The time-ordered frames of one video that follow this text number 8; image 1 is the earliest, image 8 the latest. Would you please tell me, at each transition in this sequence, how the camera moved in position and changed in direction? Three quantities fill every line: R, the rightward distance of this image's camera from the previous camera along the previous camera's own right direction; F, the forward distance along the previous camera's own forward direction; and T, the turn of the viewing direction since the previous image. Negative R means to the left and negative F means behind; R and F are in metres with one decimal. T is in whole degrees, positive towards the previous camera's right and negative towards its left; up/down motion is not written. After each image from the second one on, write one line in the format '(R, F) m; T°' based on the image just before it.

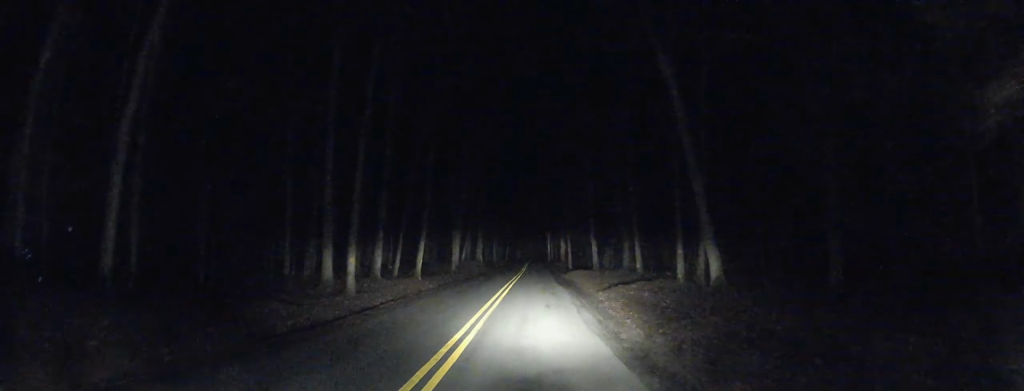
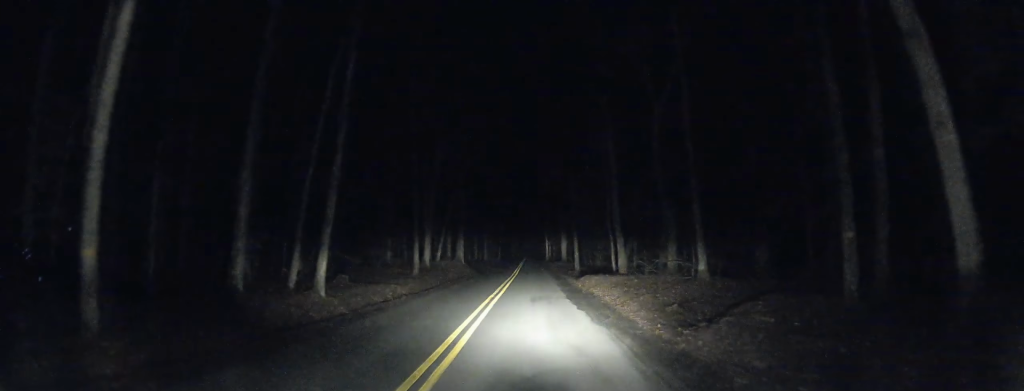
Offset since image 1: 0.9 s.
(+0.1, +14.4) m; 0°
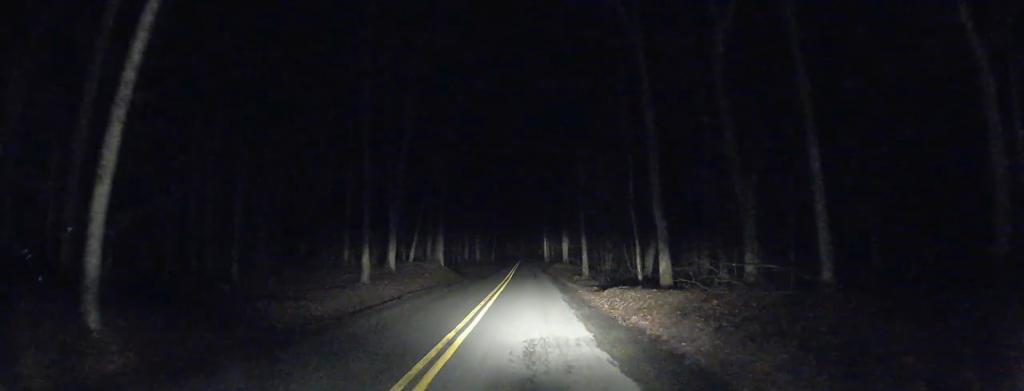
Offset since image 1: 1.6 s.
(+0.1, +10.4) m; 0°
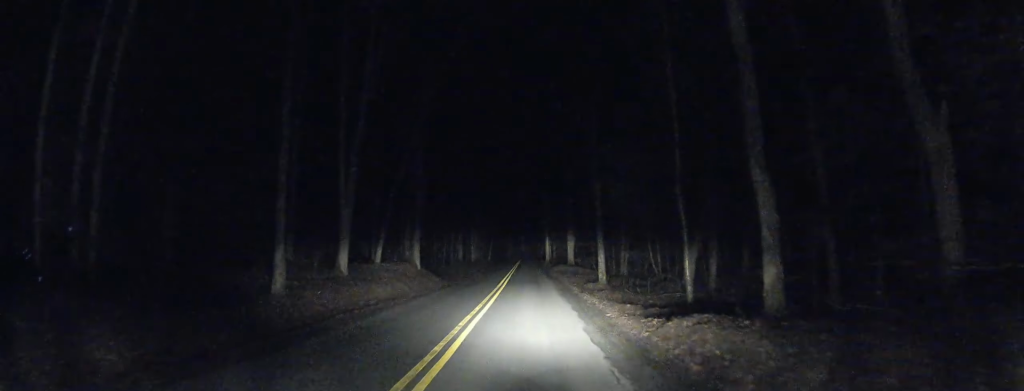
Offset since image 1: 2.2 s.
(-0.1, +9.2) m; 0°
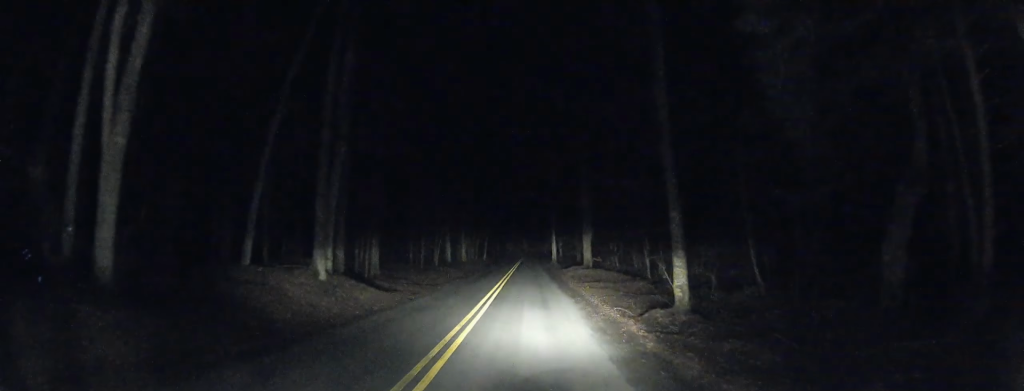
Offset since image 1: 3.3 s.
(0.0, +16.0) m; 0°
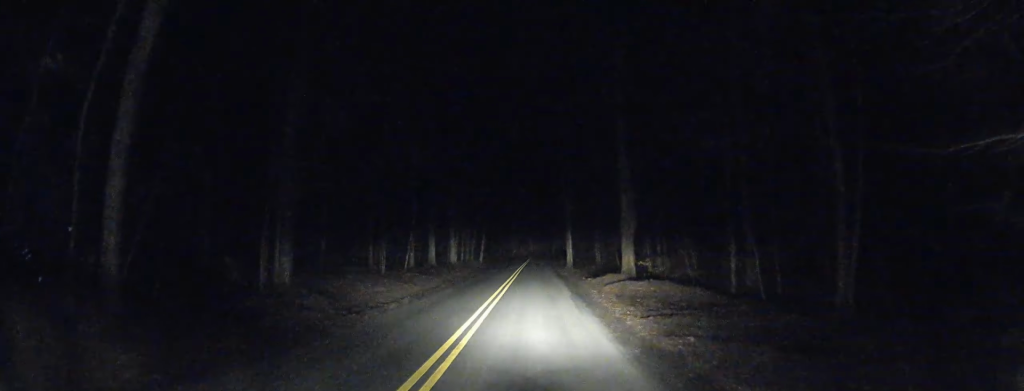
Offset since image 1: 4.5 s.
(+0.1, +16.4) m; +1°
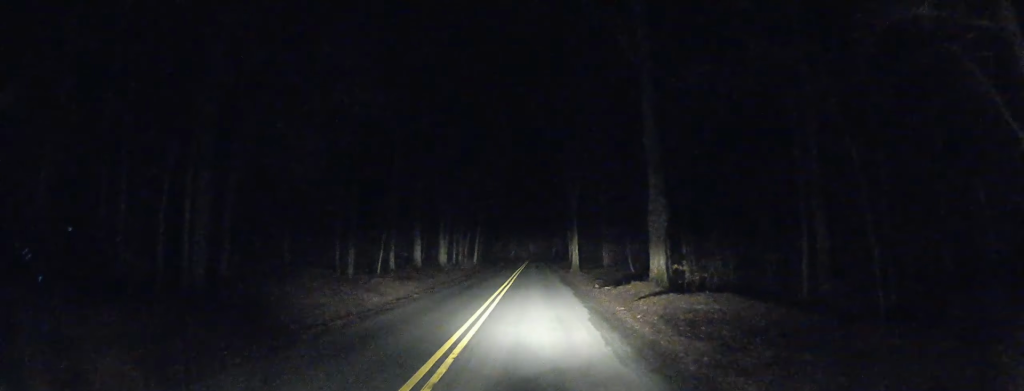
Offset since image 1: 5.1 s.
(+0.1, +6.7) m; 0°
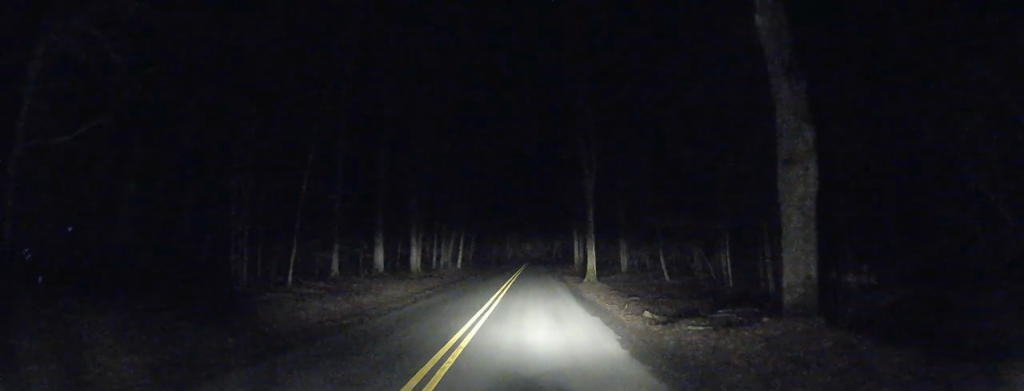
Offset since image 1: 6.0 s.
(-0.1, +11.9) m; -1°
